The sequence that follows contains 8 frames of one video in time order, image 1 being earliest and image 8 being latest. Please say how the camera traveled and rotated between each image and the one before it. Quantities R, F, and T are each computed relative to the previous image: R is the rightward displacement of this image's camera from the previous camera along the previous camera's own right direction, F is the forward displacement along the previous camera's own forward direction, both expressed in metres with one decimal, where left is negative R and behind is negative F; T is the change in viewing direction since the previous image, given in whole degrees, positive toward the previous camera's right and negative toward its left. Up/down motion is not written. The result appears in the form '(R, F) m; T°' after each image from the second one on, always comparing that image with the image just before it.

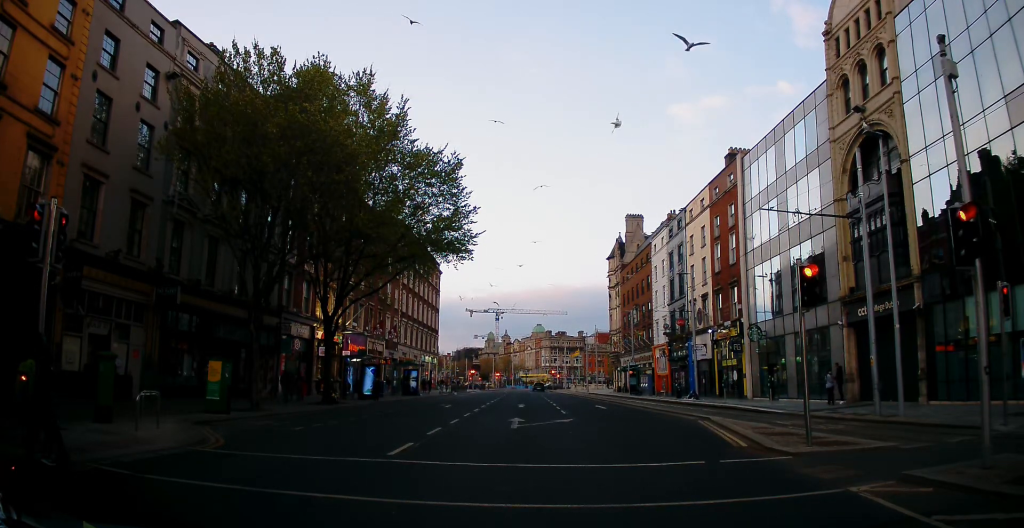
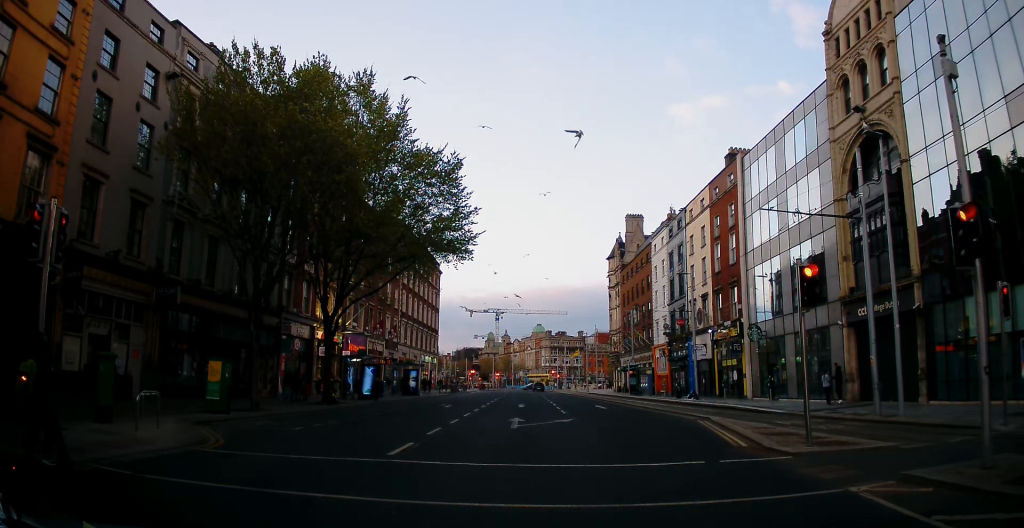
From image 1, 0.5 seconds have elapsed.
(0.0, 0.0) m; 0°
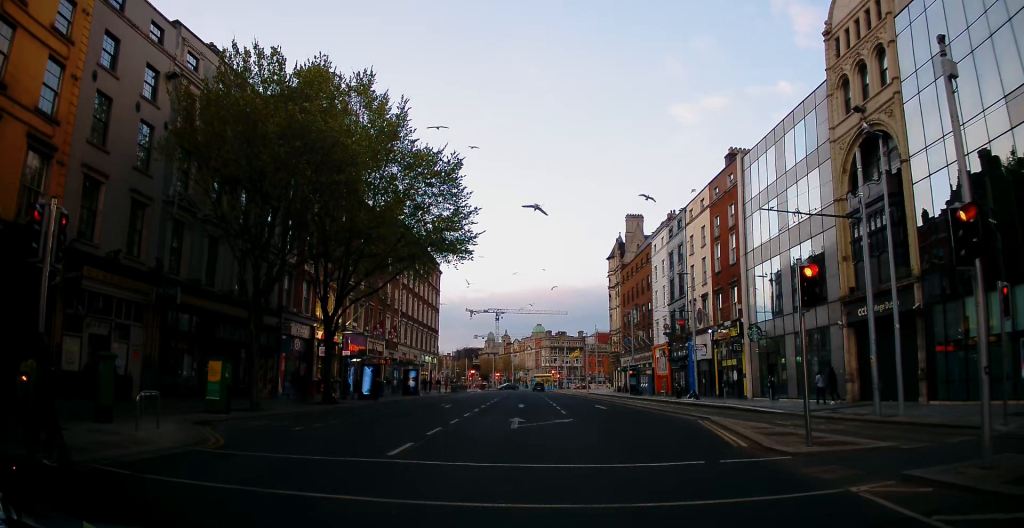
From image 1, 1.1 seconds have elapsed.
(0.0, 0.0) m; 0°
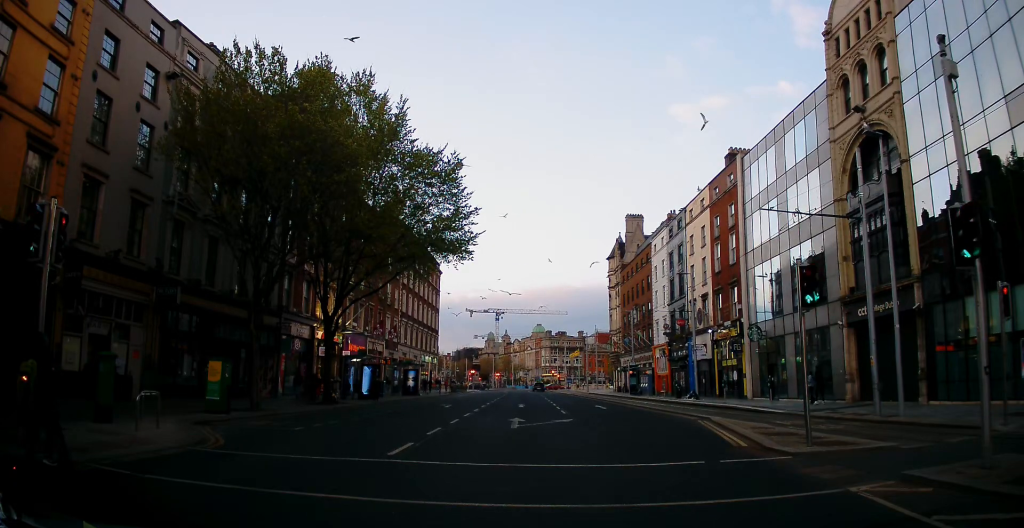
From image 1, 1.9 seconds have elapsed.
(0.0, 0.0) m; 0°
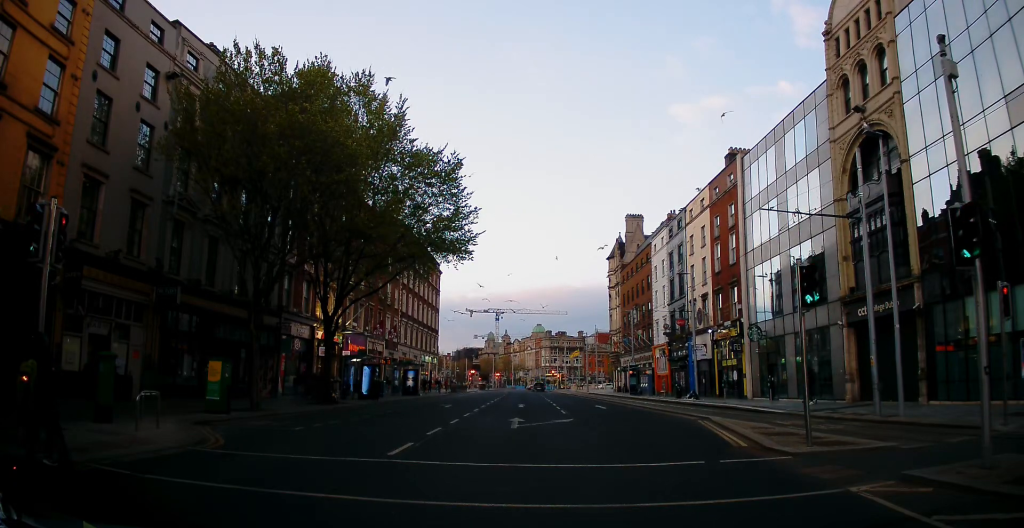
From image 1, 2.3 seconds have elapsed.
(0.0, 0.0) m; 0°
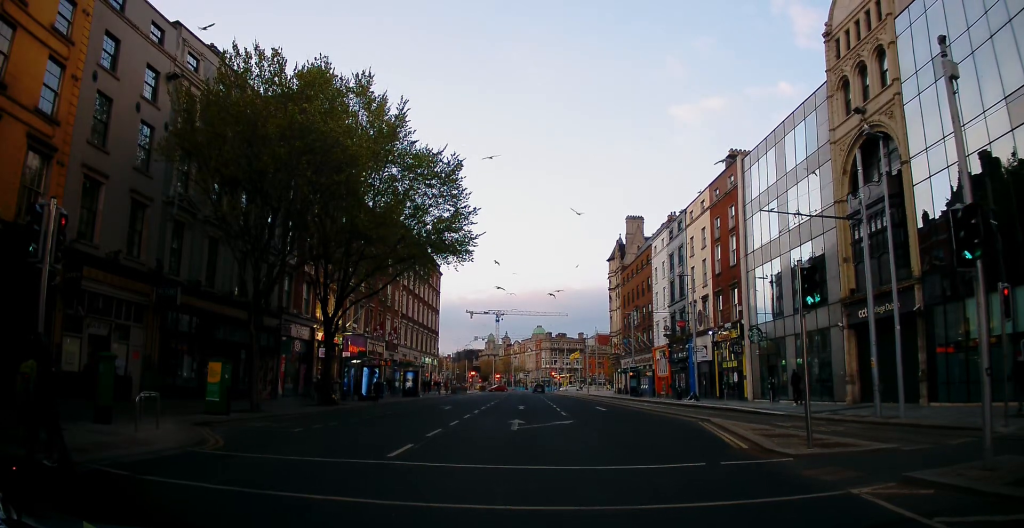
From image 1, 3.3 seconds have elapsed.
(0.0, 0.0) m; 0°
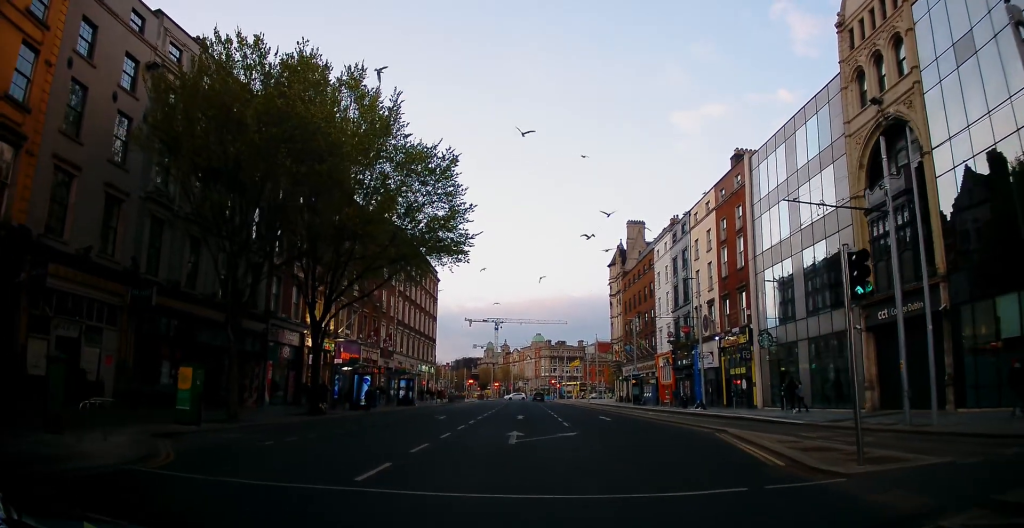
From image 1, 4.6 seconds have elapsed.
(0.0, +0.7) m; 0°
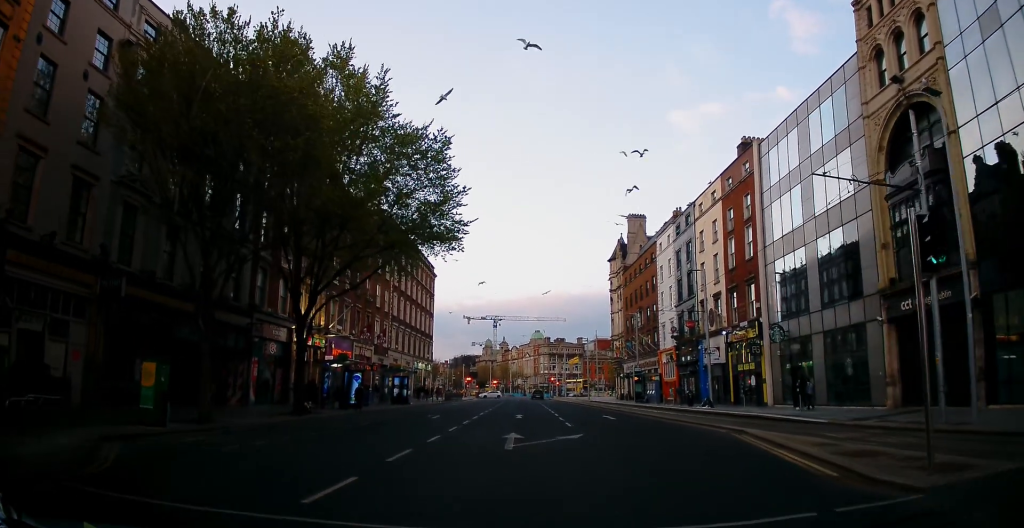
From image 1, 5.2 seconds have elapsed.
(0.0, +0.9) m; 0°
